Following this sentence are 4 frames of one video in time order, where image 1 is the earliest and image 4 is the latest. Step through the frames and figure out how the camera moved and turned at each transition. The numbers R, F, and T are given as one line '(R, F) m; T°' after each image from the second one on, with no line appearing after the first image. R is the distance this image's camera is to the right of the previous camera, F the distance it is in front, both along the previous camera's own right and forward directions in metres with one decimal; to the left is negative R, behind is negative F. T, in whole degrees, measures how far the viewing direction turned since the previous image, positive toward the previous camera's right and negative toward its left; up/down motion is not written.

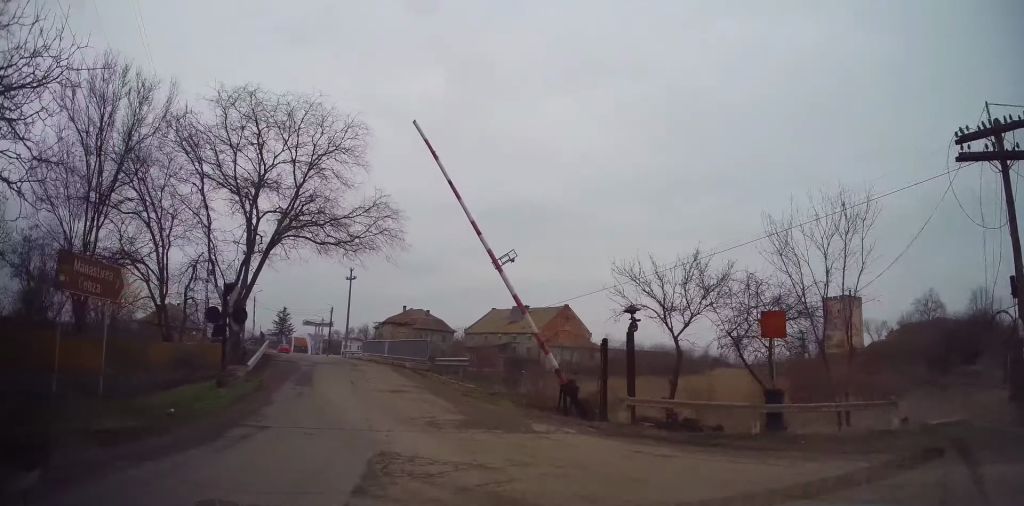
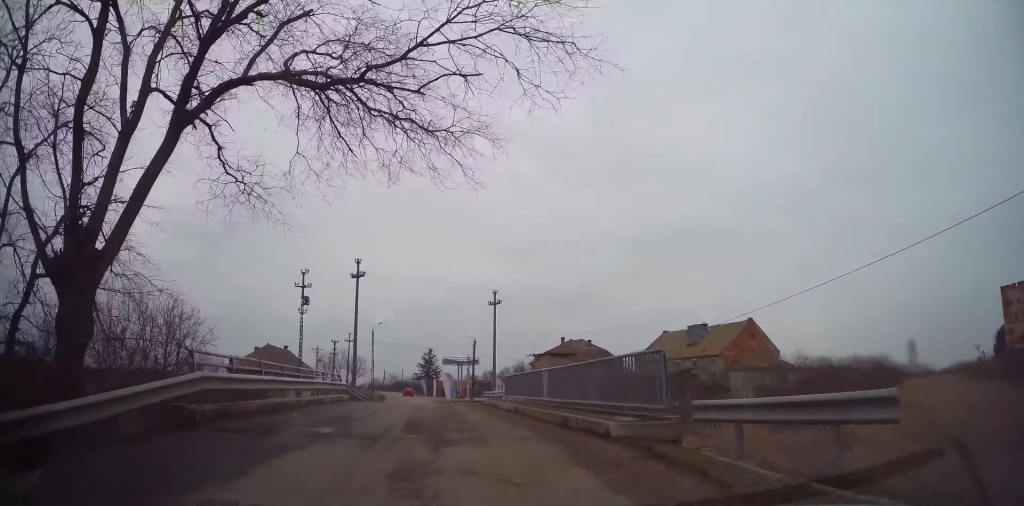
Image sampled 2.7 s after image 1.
(-2.3, +15.3) m; -16°
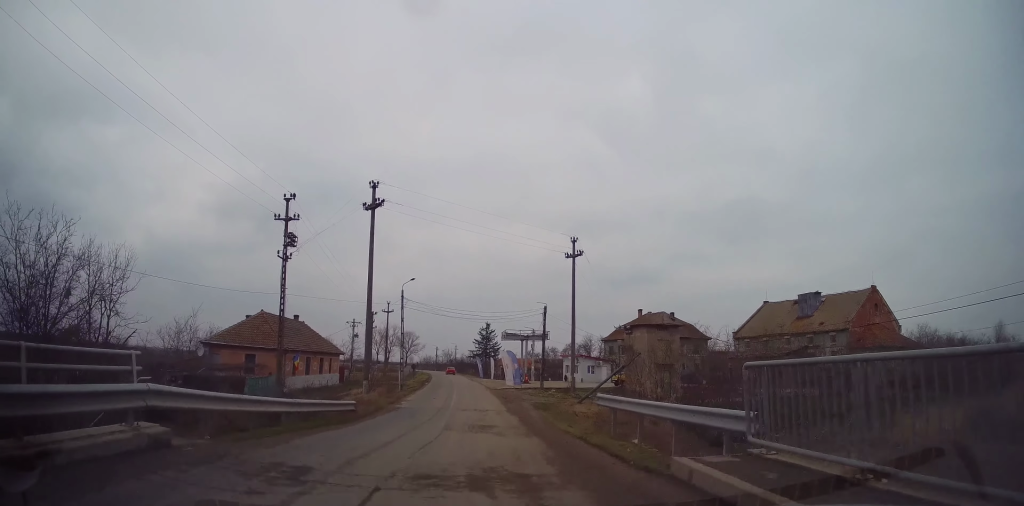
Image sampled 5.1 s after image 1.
(-1.2, +17.2) m; -6°
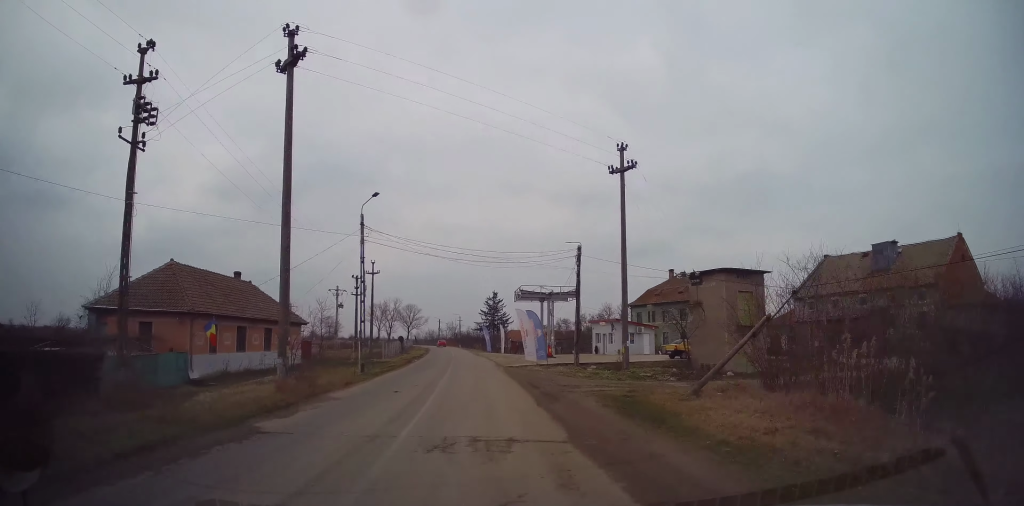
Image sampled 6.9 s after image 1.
(-1.0, +15.6) m; -2°
